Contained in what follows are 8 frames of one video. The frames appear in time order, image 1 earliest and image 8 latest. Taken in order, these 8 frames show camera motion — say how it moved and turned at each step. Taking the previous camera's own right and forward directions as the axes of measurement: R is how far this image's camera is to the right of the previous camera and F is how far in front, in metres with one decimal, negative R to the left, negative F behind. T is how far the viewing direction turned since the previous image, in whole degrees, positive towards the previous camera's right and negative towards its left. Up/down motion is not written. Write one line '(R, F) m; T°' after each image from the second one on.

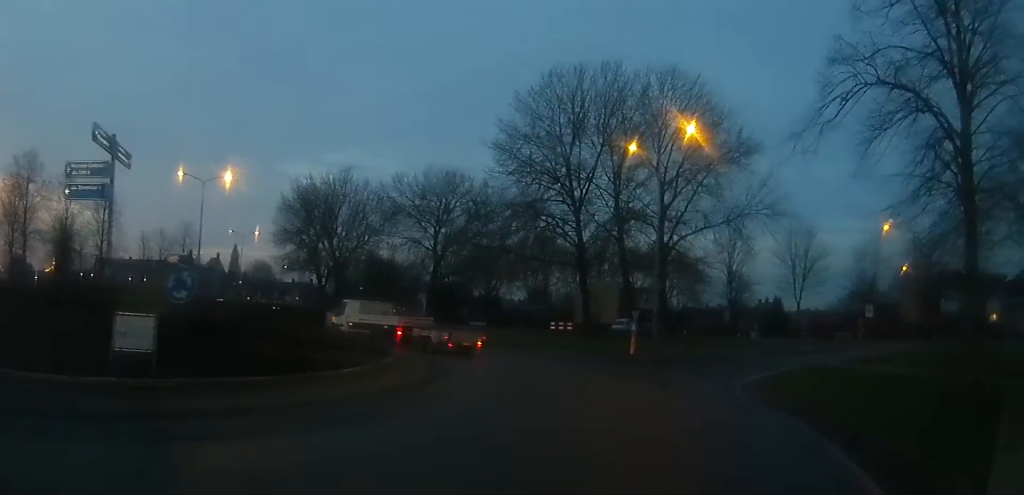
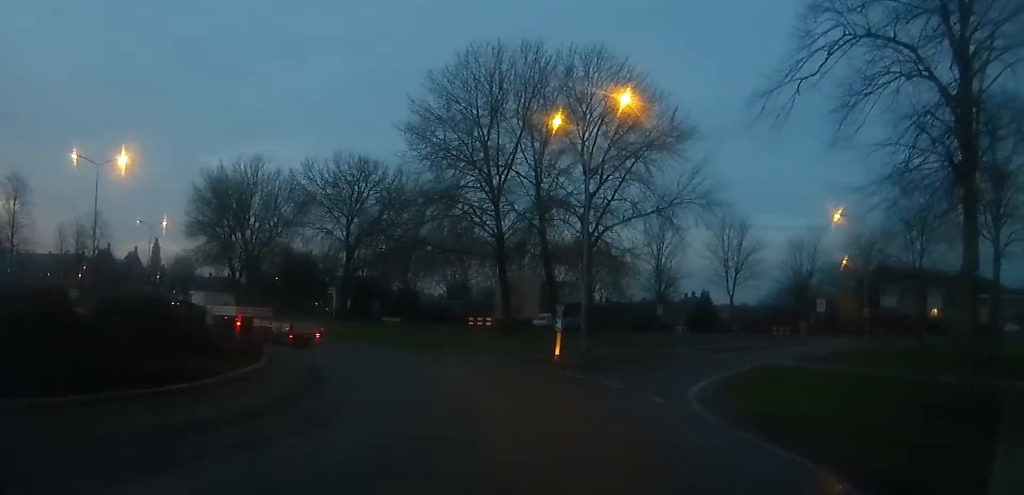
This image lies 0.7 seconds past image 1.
(0.0, +2.6) m; 0°
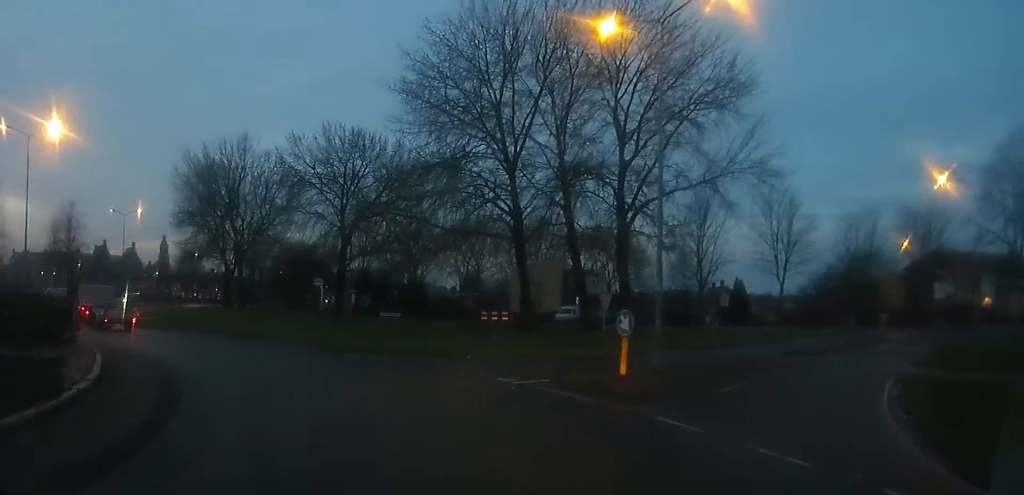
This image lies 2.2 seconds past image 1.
(0.0, +6.1) m; -1°
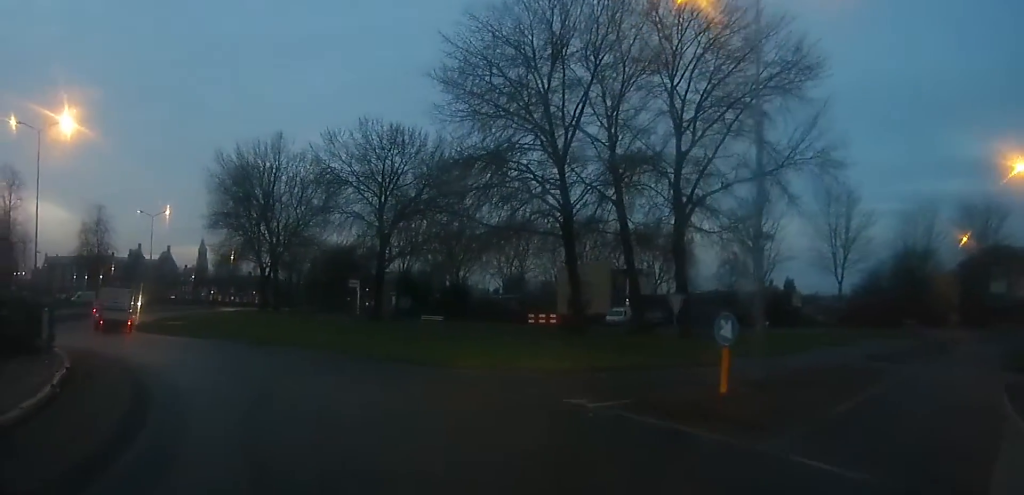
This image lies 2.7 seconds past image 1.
(0.0, +2.1) m; -1°
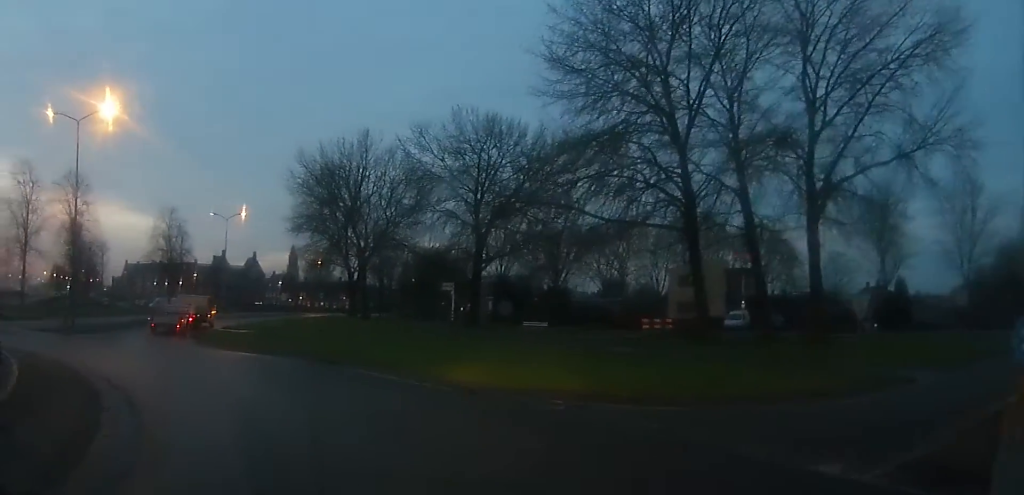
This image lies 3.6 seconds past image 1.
(-0.1, +3.4) m; -4°
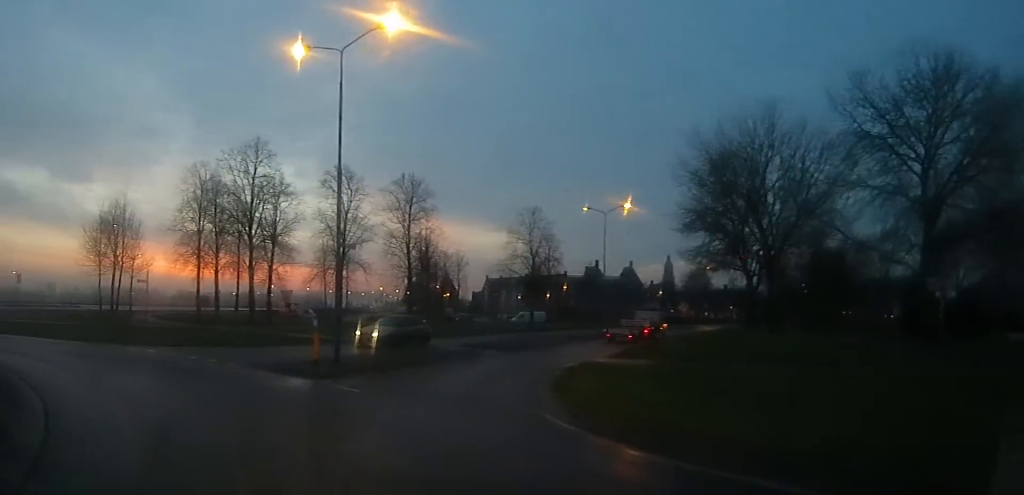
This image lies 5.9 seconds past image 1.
(-2.8, +9.2) m; -45°
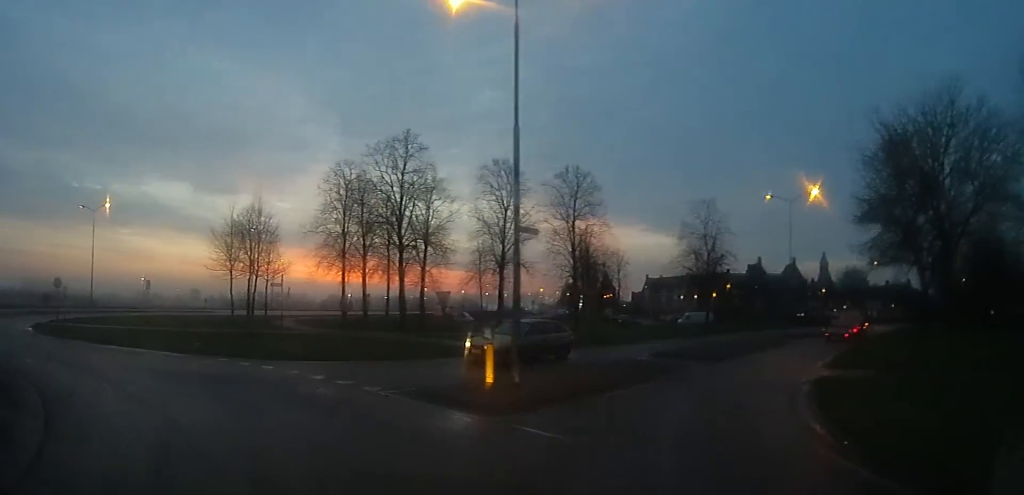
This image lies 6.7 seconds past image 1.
(-0.7, +3.7) m; -9°
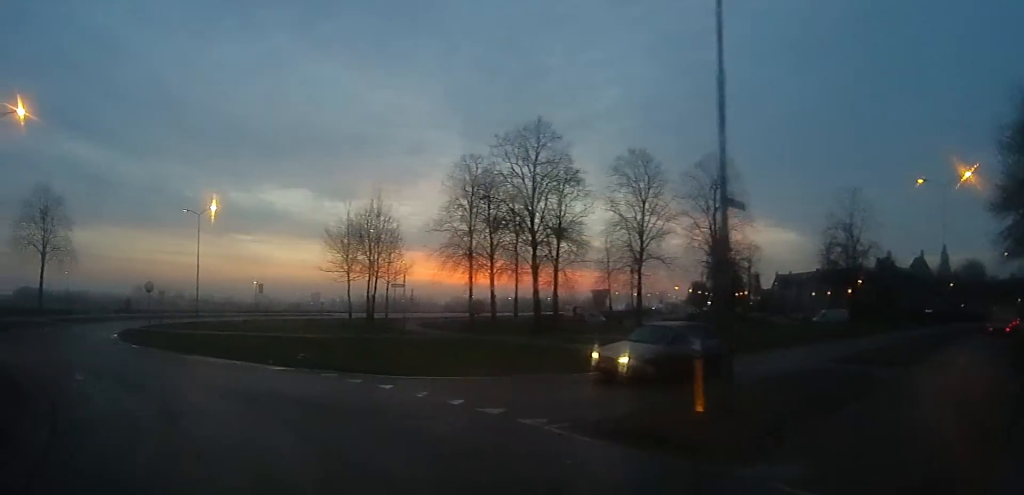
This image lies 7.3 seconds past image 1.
(-0.1, +3.0) m; -10°
